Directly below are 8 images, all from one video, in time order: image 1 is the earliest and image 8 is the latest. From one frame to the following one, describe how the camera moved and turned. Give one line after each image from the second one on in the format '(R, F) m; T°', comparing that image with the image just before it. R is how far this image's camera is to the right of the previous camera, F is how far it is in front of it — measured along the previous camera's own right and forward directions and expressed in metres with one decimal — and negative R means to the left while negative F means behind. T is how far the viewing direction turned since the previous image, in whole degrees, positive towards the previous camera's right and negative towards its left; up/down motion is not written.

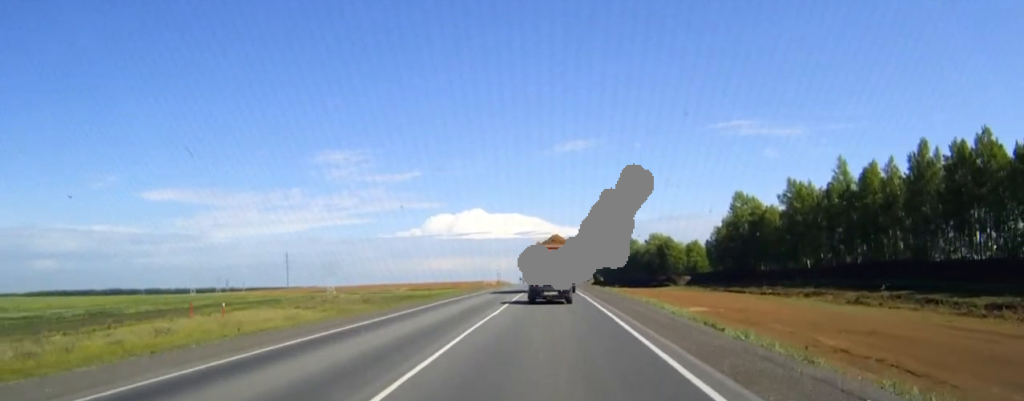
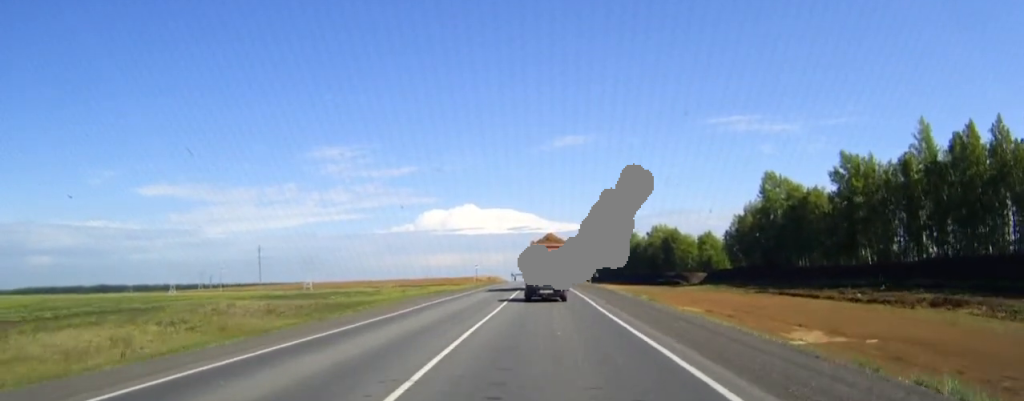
(+0.1, +27.8) m; 0°
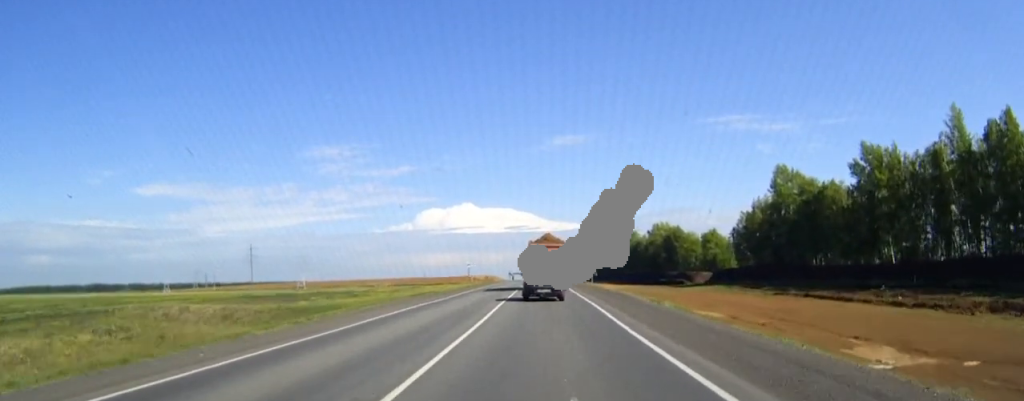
(0.0, +7.9) m; 0°
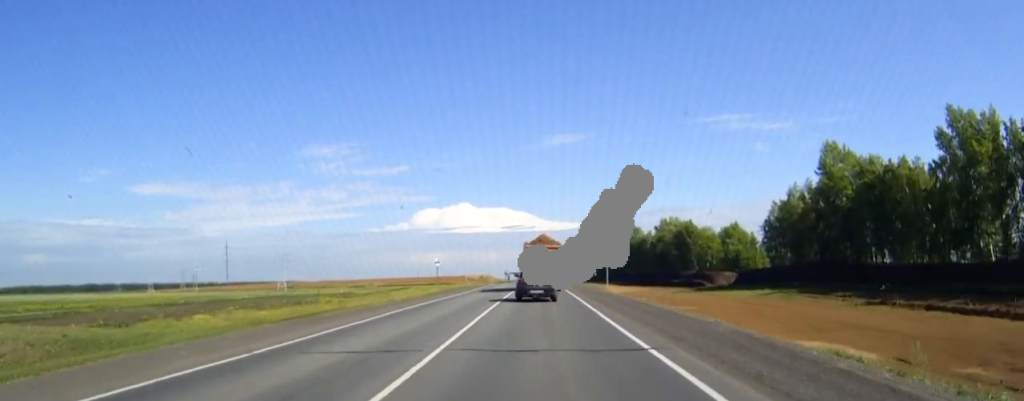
(+0.1, +24.5) m; 0°
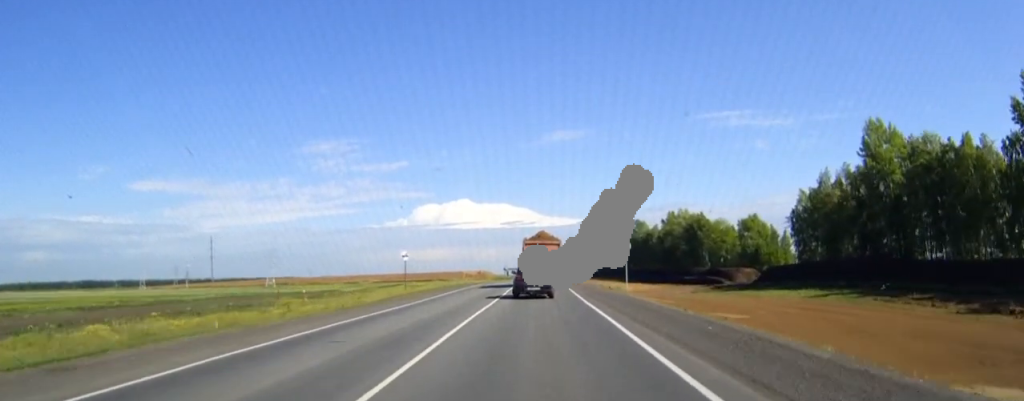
(0.0, +15.3) m; 0°
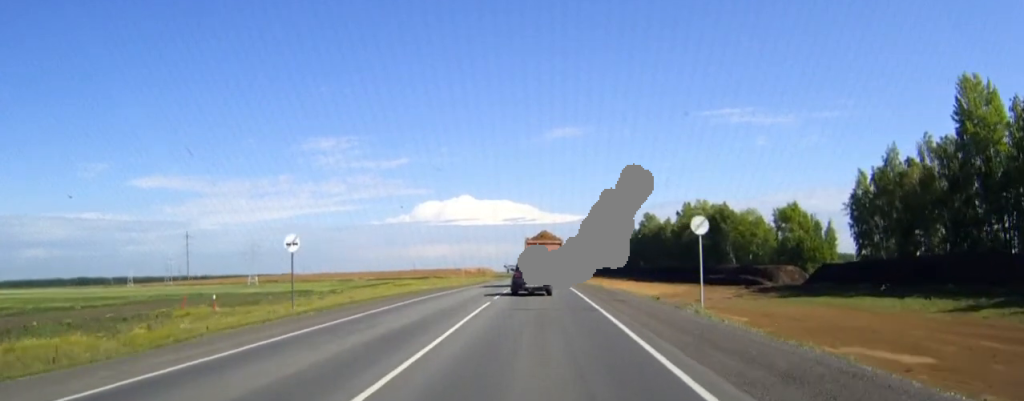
(0.0, +23.7) m; 0°
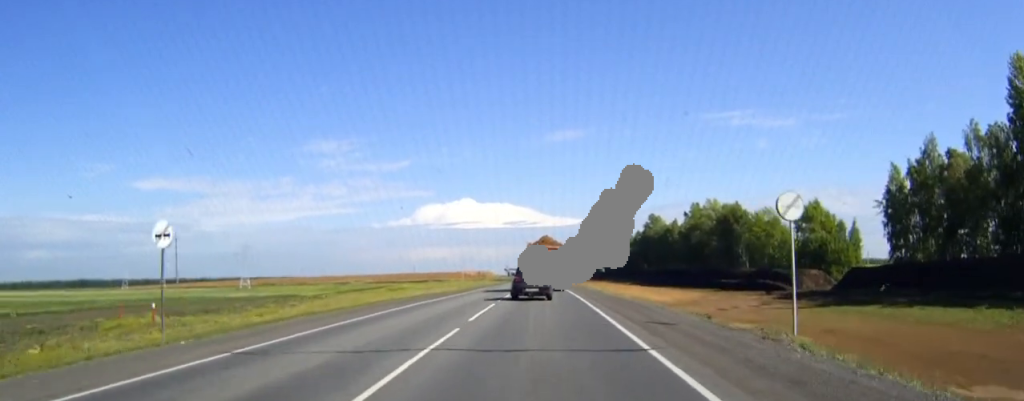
(0.0, +10.3) m; 0°
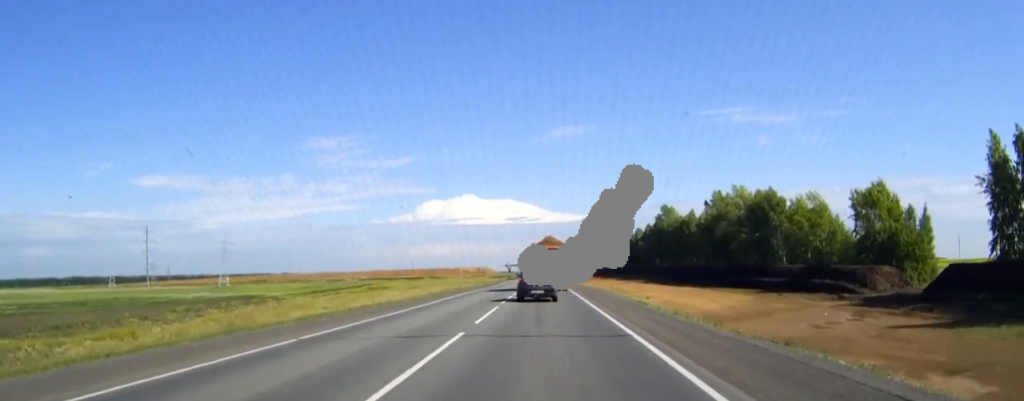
(-0.1, +23.7) m; 0°
